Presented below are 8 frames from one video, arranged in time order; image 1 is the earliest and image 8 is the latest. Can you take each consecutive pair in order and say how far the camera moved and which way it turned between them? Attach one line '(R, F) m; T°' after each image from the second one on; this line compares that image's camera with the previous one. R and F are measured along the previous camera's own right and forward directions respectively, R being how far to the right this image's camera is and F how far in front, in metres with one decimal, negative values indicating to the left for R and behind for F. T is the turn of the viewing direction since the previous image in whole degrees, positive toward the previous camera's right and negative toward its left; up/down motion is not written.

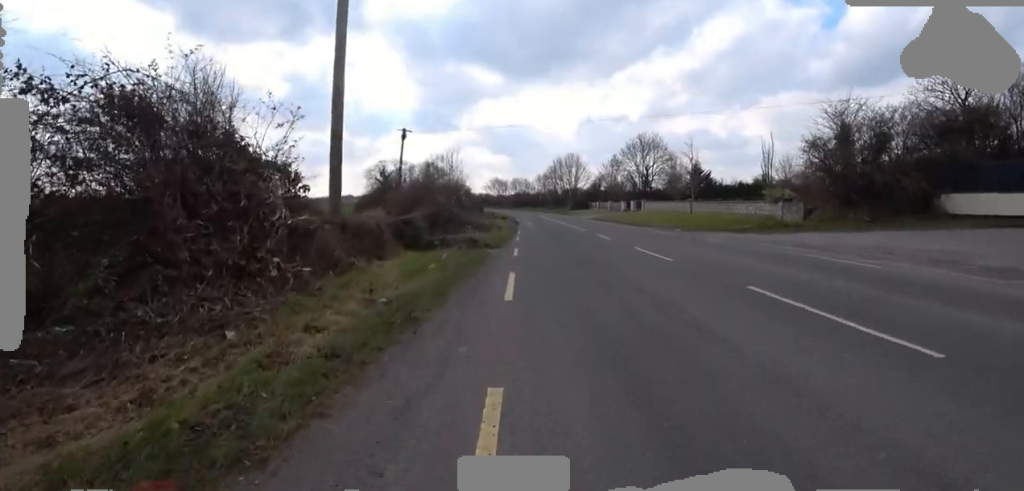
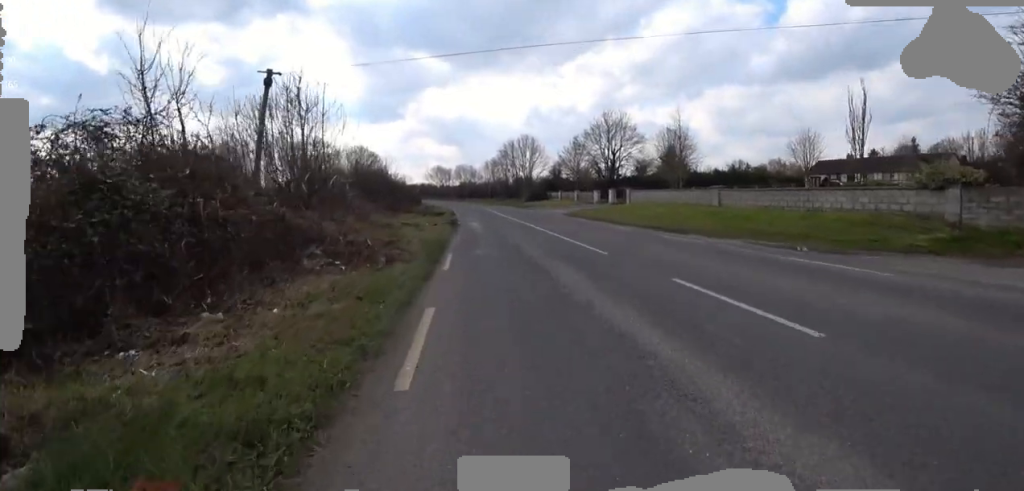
(+1.0, +12.7) m; 0°
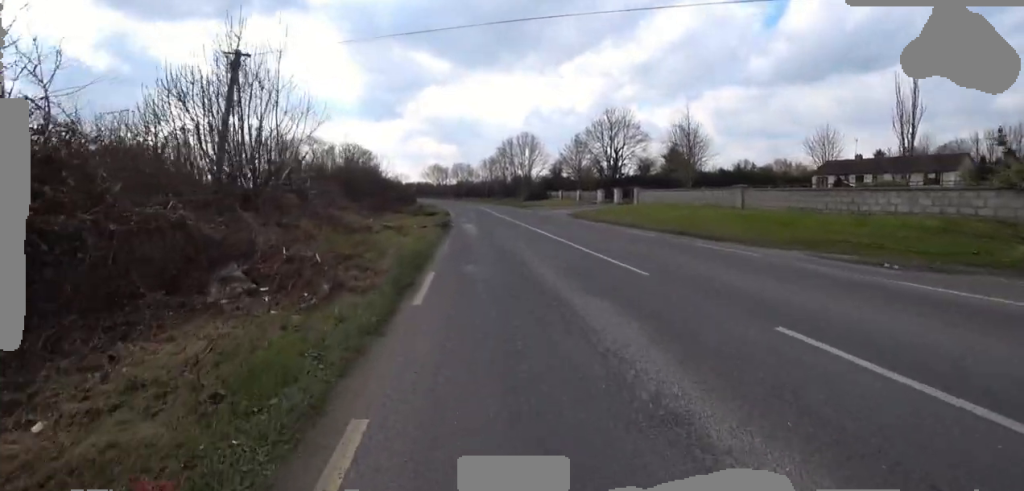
(-0.1, +2.4) m; -3°
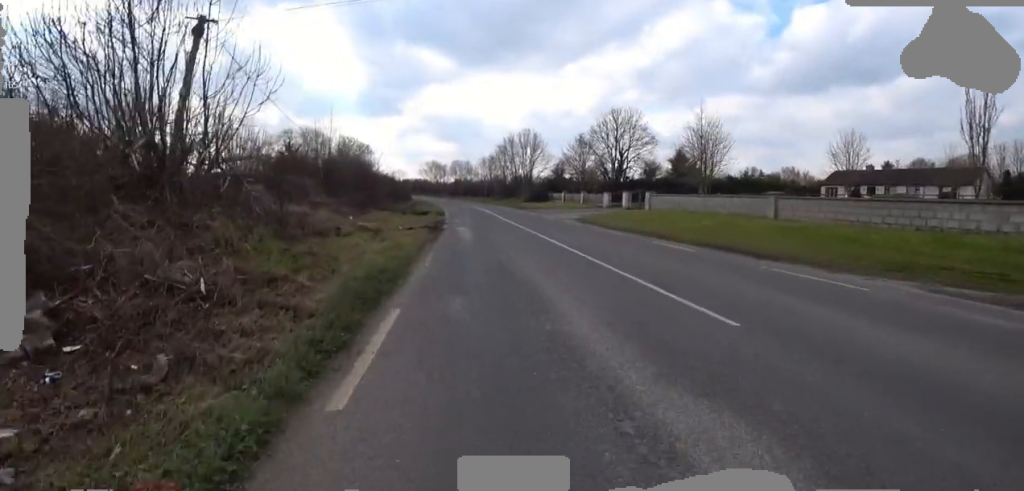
(0.0, +2.5) m; -1°
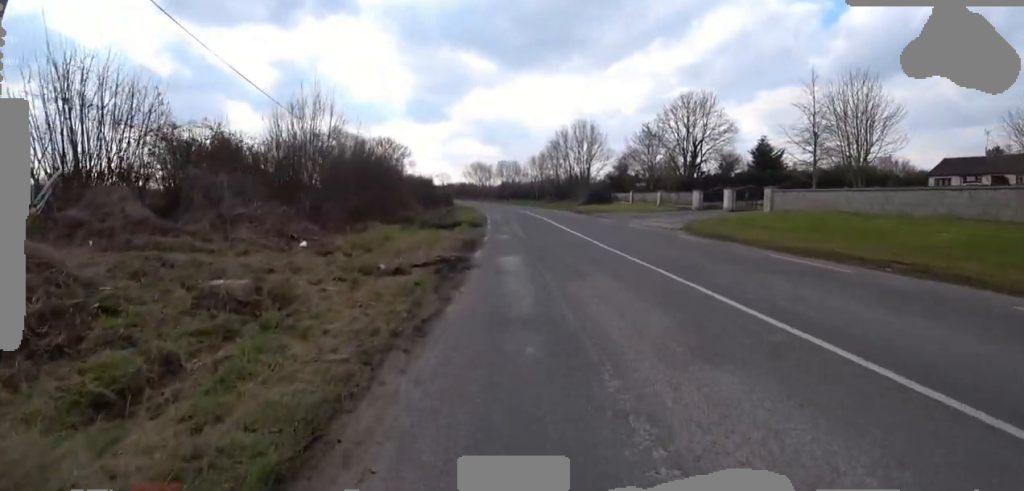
(-0.1, +8.0) m; 0°
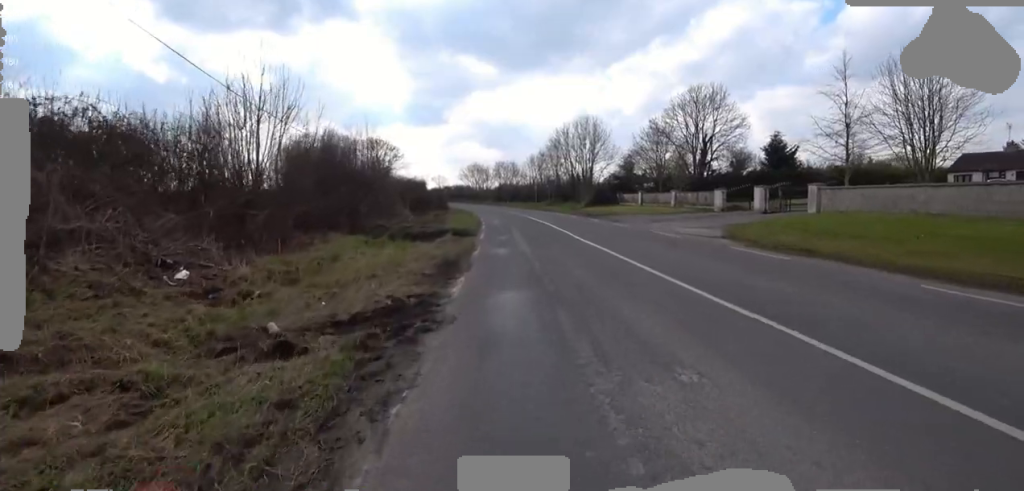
(0.0, +3.5) m; 0°
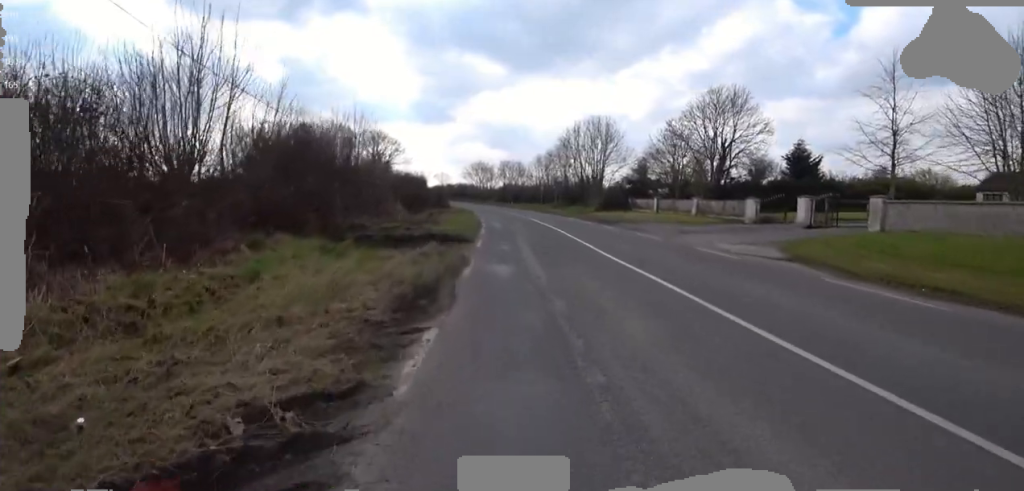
(0.0, +3.1) m; 0°
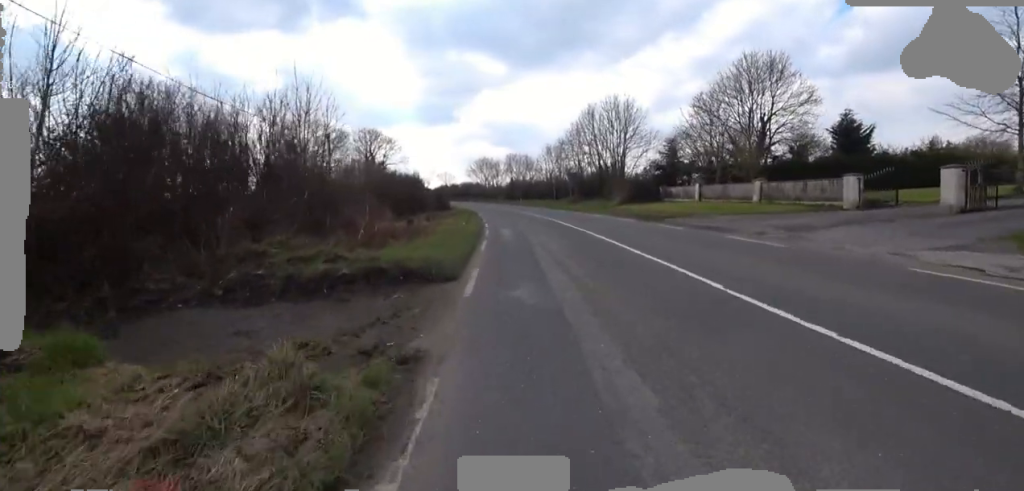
(0.0, +6.3) m; -1°
